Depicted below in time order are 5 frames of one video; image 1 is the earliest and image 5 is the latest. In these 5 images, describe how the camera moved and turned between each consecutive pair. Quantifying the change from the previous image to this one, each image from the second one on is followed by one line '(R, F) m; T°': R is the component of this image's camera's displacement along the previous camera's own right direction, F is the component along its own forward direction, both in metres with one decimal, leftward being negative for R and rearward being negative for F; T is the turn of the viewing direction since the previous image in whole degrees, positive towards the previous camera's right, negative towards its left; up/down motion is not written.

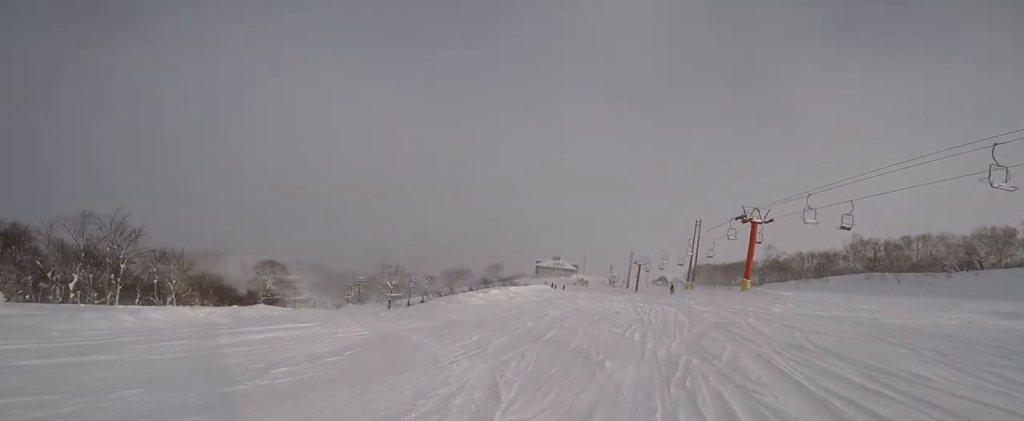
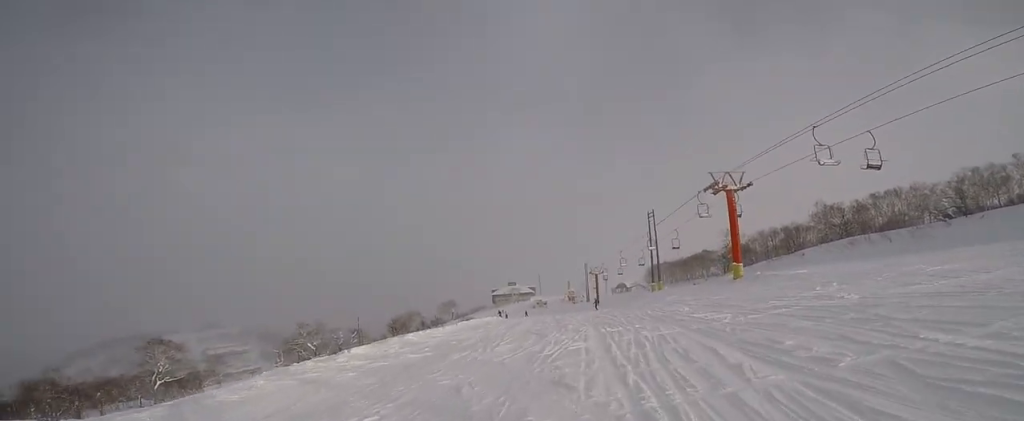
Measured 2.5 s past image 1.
(-0.7, +13.5) m; -3°
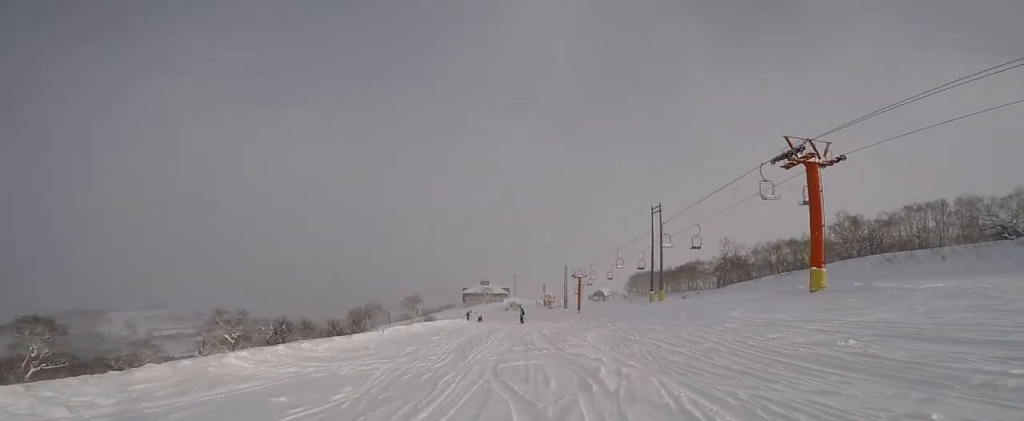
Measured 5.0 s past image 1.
(0.0, +13.3) m; 0°
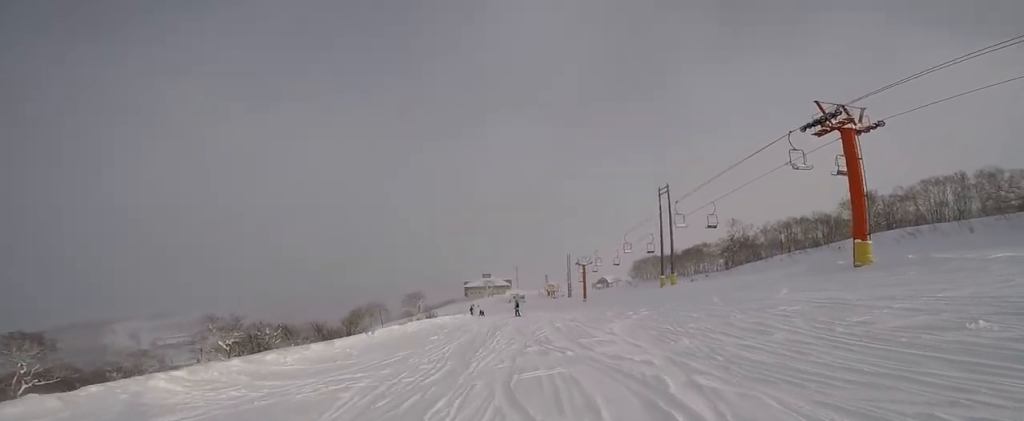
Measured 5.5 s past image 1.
(0.0, +2.9) m; -1°
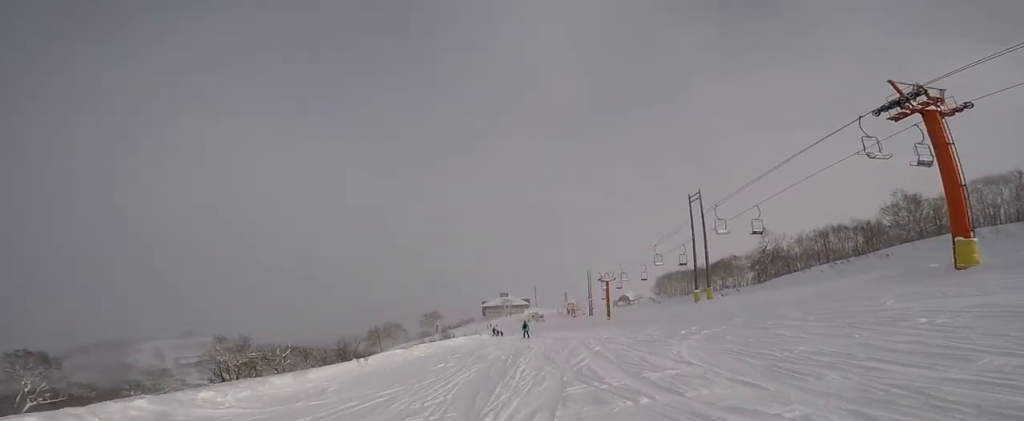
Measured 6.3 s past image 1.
(0.0, +3.8) m; -4°
